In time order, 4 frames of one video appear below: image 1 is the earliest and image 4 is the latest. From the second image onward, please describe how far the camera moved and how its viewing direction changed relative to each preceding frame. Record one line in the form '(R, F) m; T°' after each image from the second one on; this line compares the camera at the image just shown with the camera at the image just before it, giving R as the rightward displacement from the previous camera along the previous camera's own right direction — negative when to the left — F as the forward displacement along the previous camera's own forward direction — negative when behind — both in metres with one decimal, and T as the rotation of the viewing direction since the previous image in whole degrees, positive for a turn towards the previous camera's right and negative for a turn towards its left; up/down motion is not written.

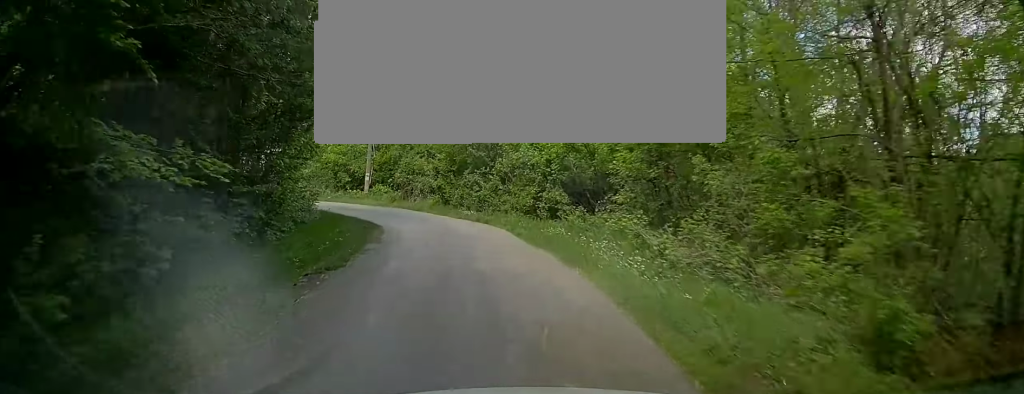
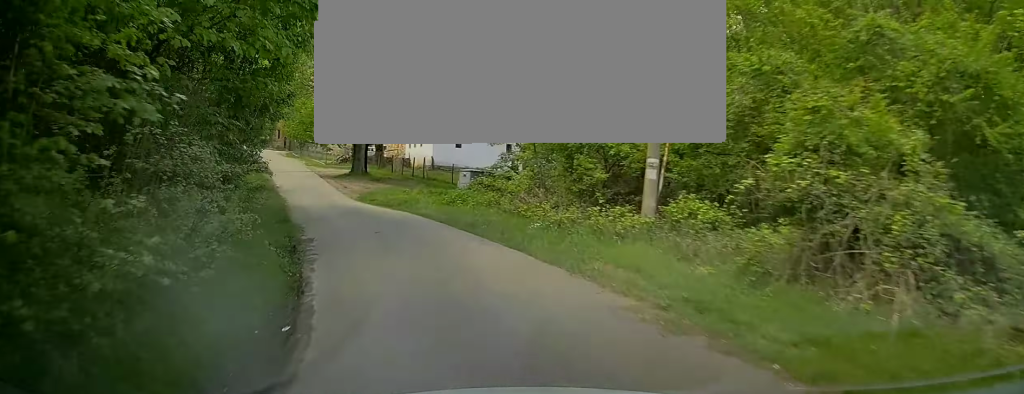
(-4.7, +24.5) m; -23°
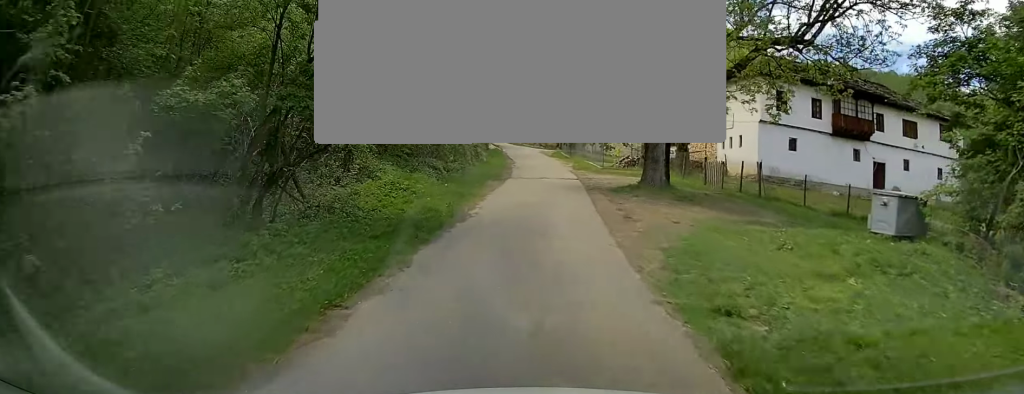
(-3.6, +19.4) m; -16°
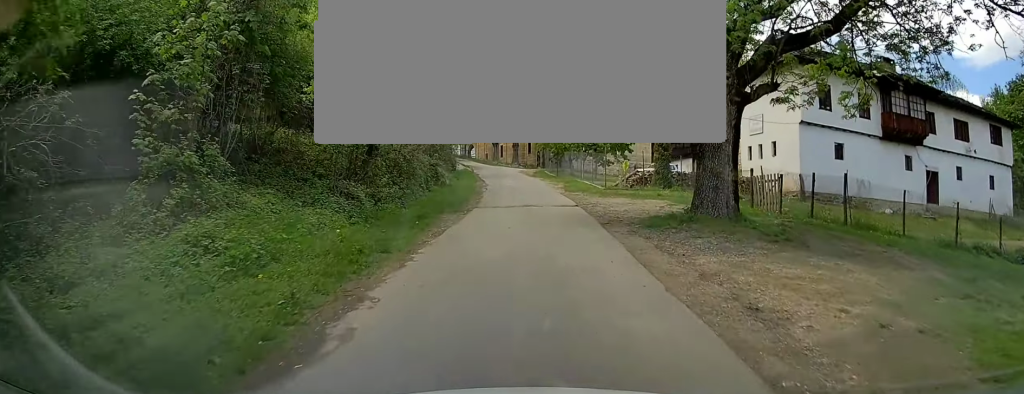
(-0.3, +11.4) m; -5°
